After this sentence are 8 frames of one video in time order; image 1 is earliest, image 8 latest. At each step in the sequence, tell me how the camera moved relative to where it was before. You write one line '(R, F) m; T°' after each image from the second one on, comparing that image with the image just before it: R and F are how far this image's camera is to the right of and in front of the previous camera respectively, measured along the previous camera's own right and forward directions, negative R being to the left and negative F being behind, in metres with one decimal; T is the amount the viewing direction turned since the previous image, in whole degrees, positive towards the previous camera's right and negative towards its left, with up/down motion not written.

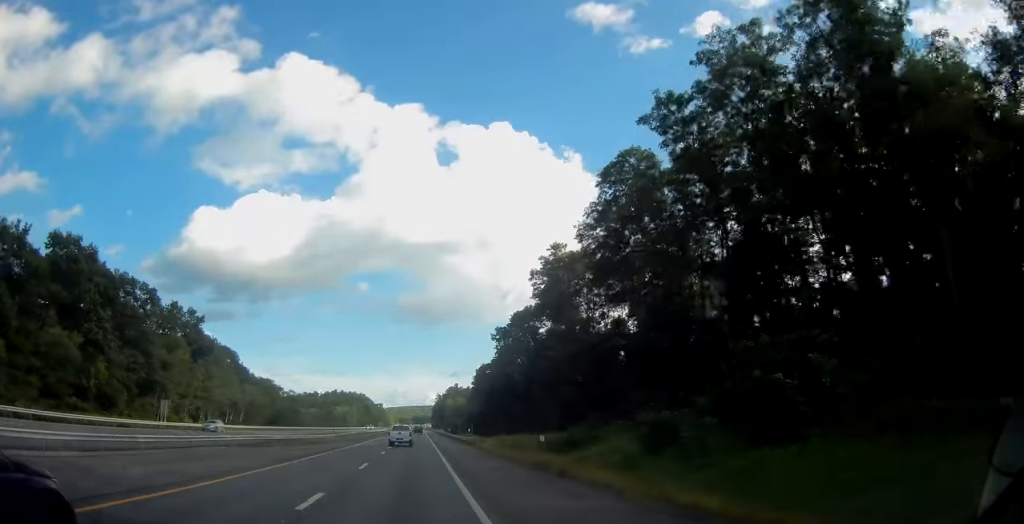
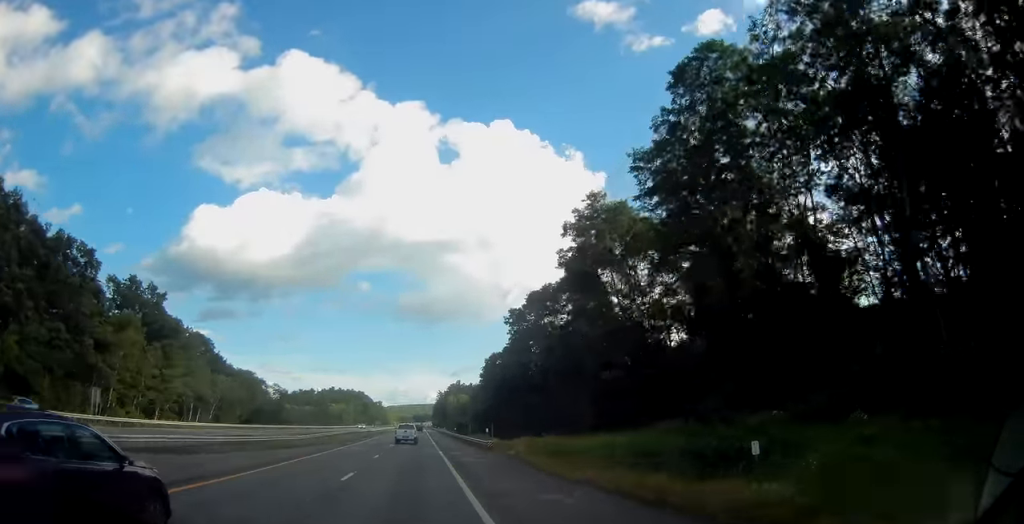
(-0.1, +18.2) m; 0°
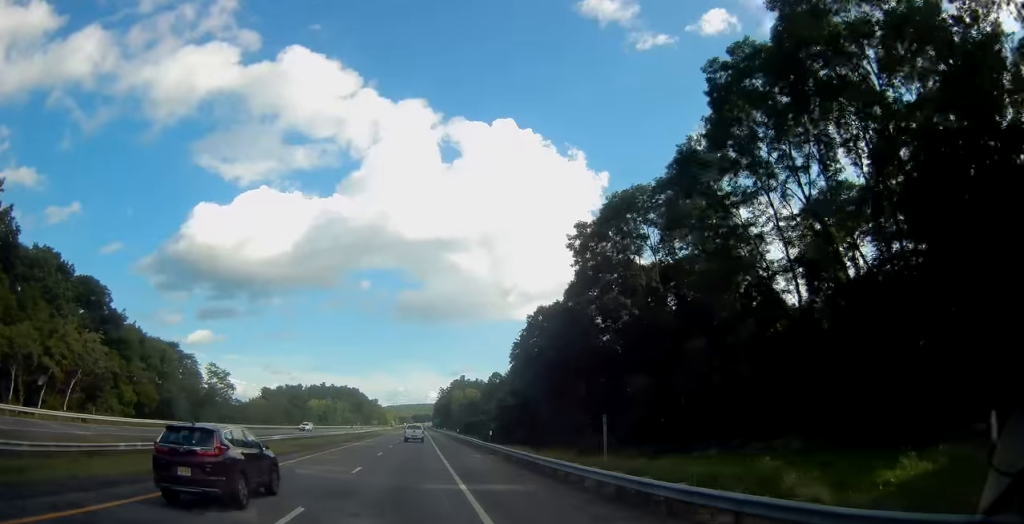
(+0.1, +45.6) m; 0°
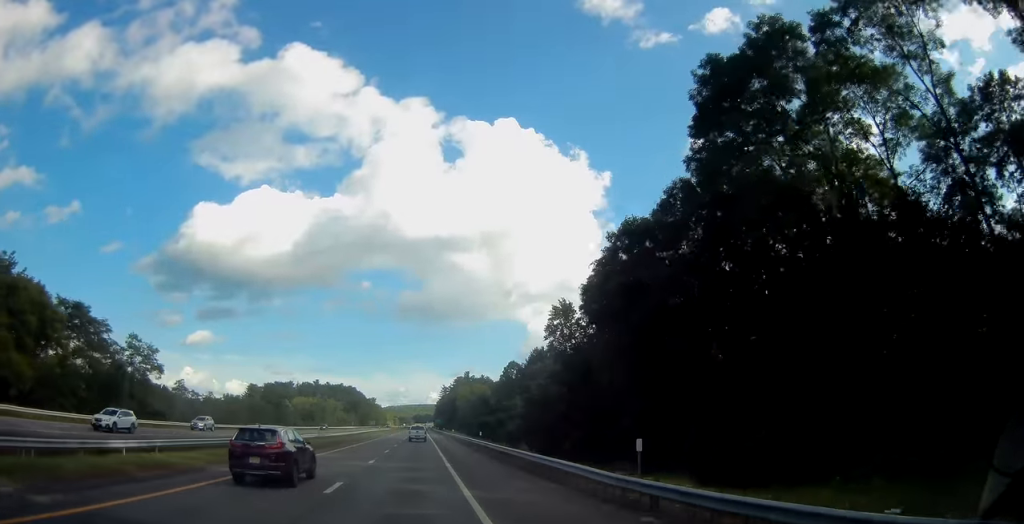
(0.0, +30.5) m; 0°
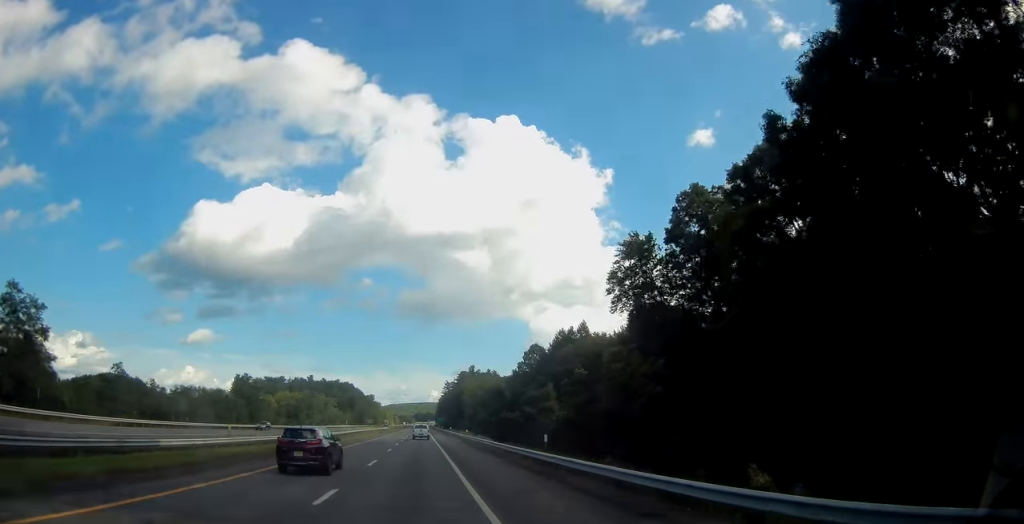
(0.0, +26.6) m; 0°
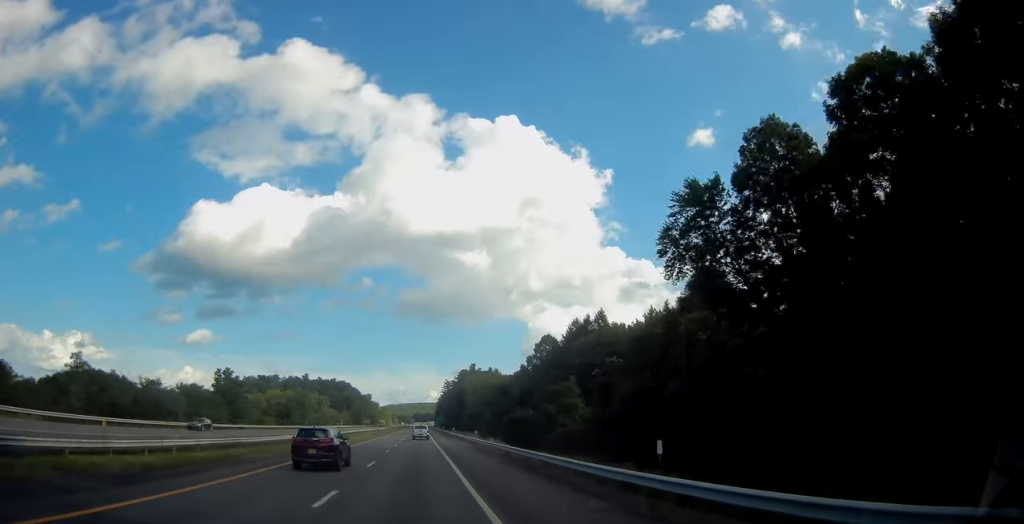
(-0.1, +12.4) m; 0°
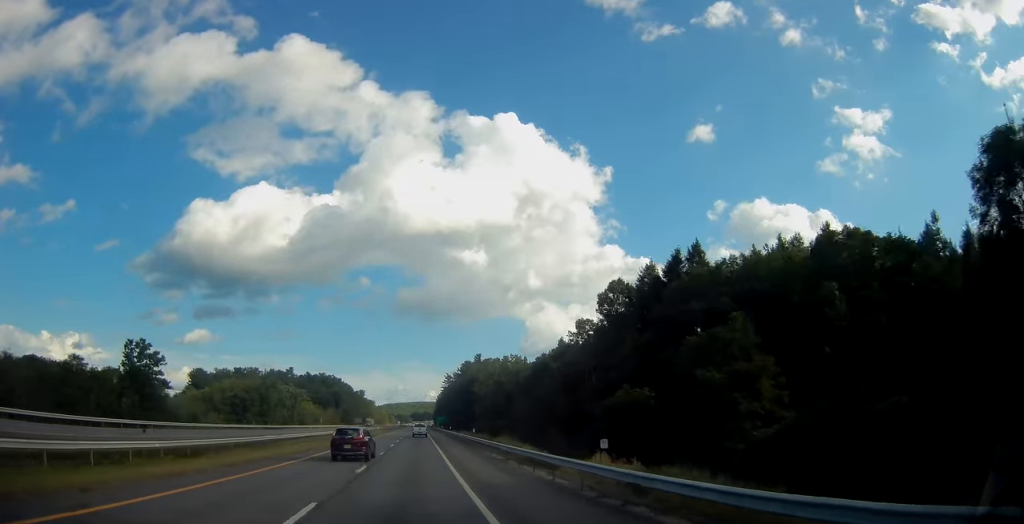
(+0.1, +39.0) m; +1°
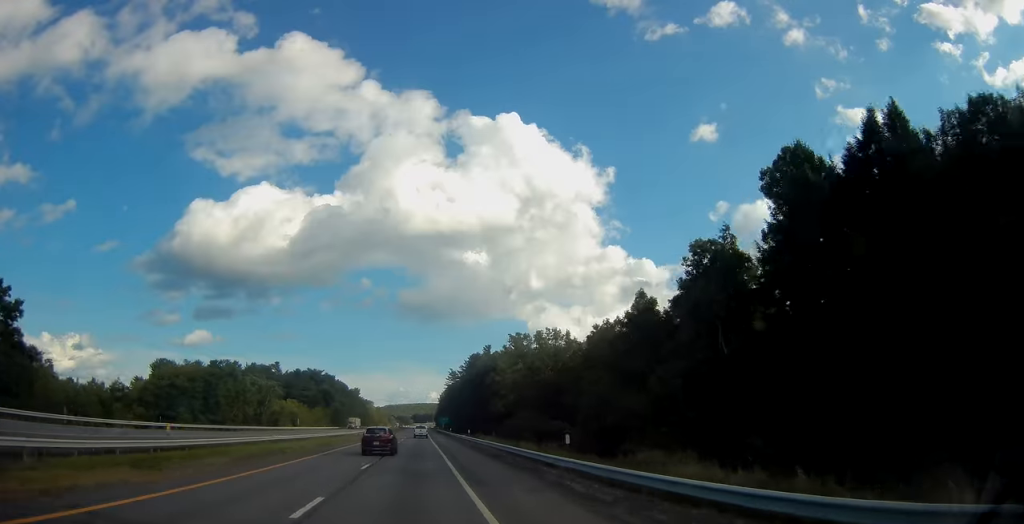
(0.0, +35.6) m; 0°
